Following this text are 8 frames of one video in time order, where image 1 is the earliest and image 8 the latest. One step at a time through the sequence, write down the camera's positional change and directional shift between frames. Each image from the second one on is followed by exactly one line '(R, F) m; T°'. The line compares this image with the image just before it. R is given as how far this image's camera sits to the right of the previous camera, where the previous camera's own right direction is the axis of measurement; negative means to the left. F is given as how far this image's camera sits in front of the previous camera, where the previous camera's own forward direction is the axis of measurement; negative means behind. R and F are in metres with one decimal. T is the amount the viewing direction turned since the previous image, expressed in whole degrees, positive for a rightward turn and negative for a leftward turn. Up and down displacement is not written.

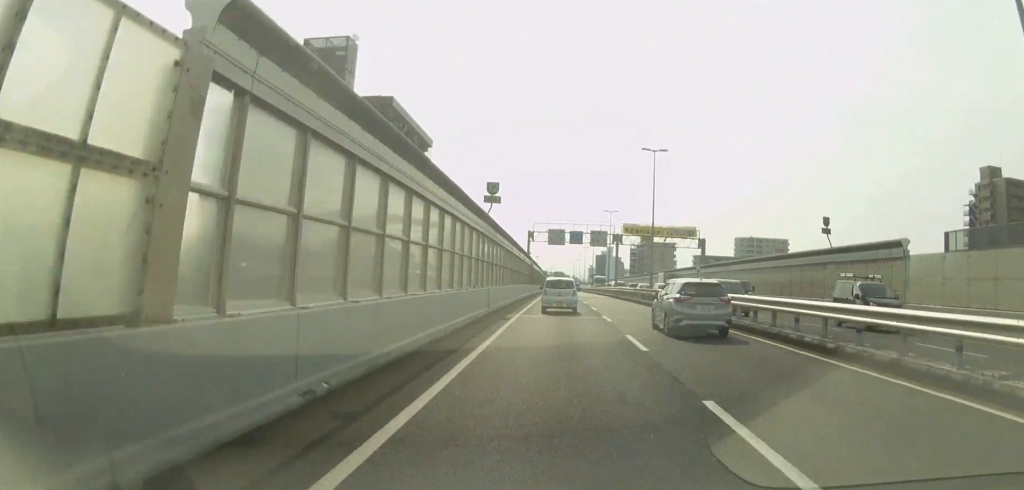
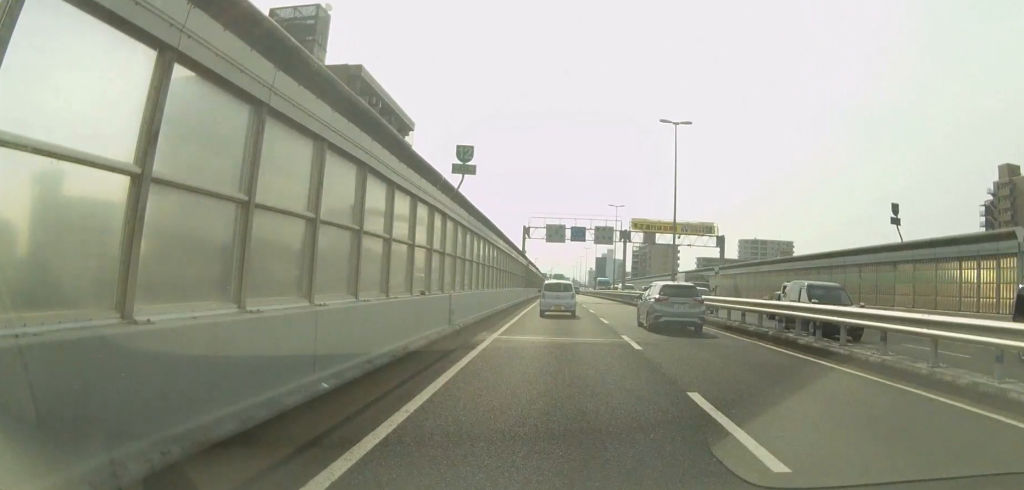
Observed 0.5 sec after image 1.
(0.0, +9.9) m; 0°
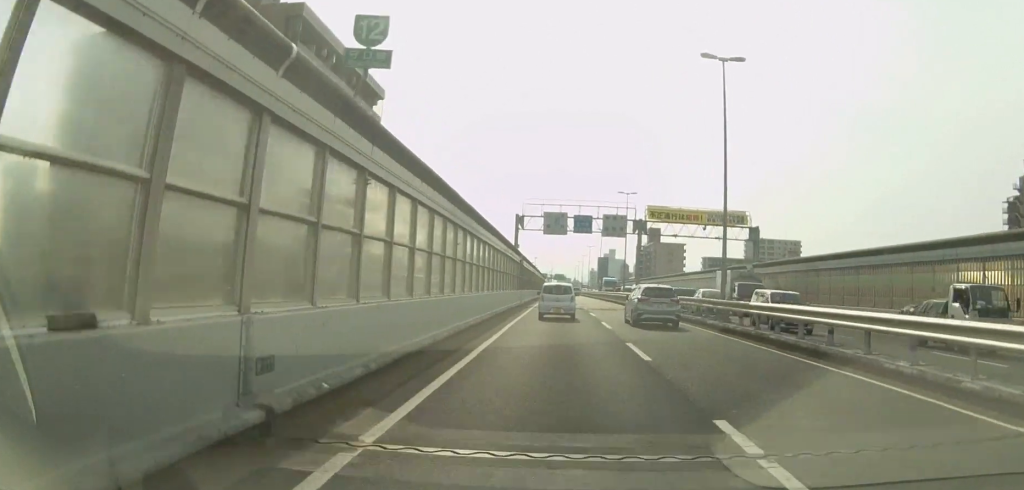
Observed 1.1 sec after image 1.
(0.0, +11.8) m; 0°
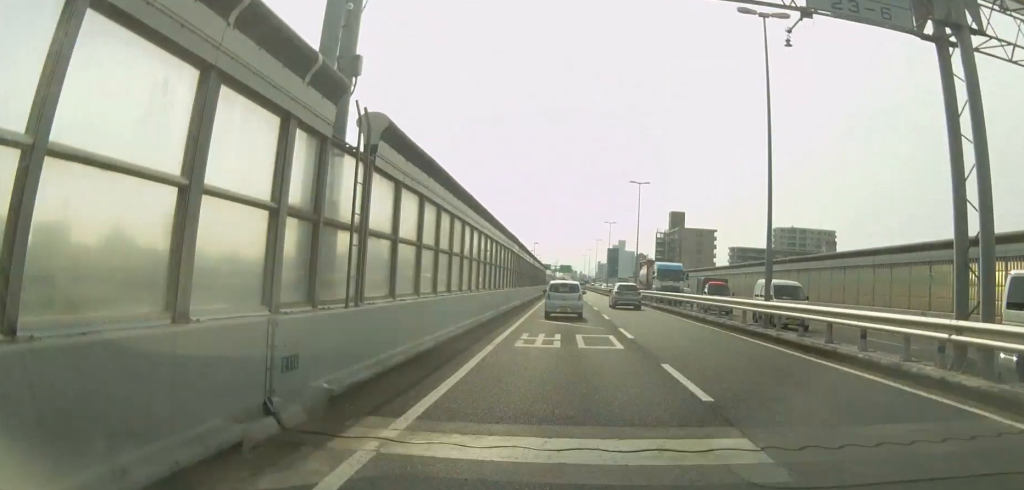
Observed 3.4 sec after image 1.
(-0.7, +45.3) m; -2°
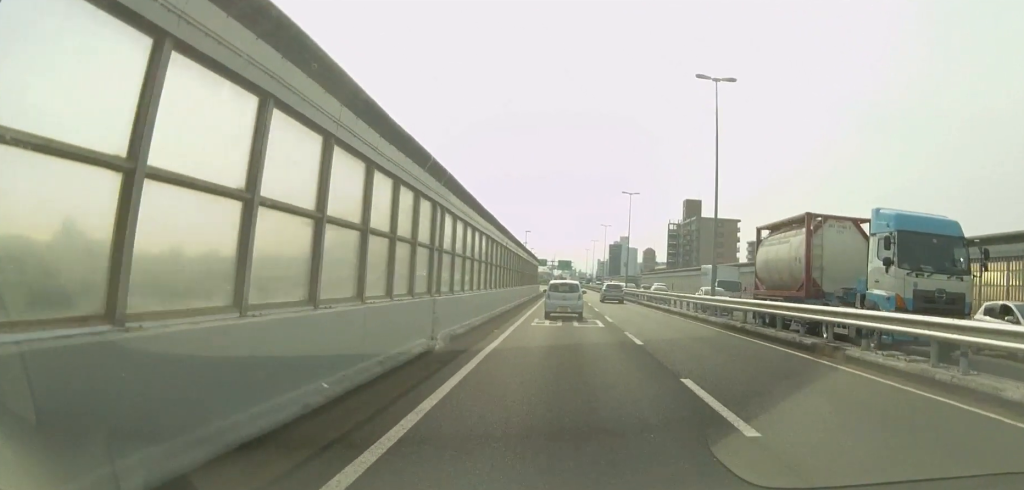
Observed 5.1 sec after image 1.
(+0.6, +32.5) m; +1°
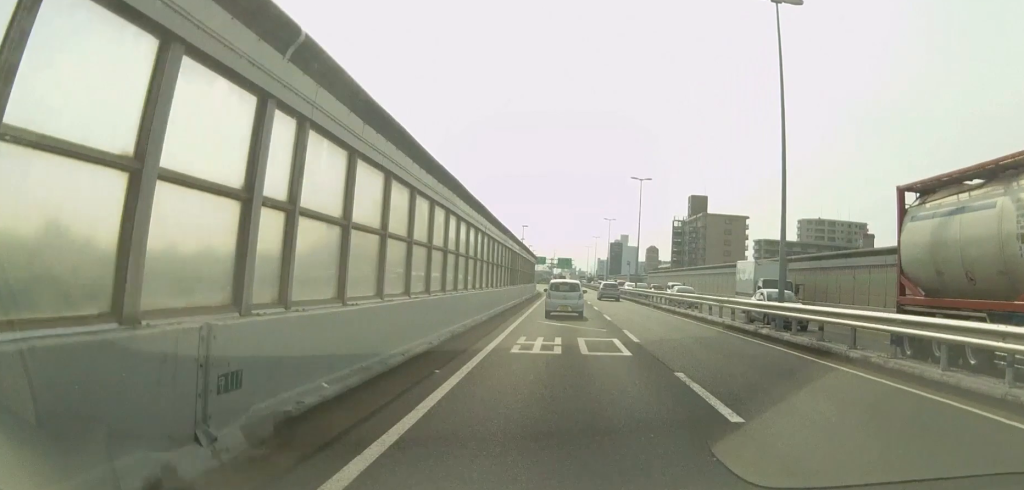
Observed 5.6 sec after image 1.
(+0.1, +9.4) m; -1°
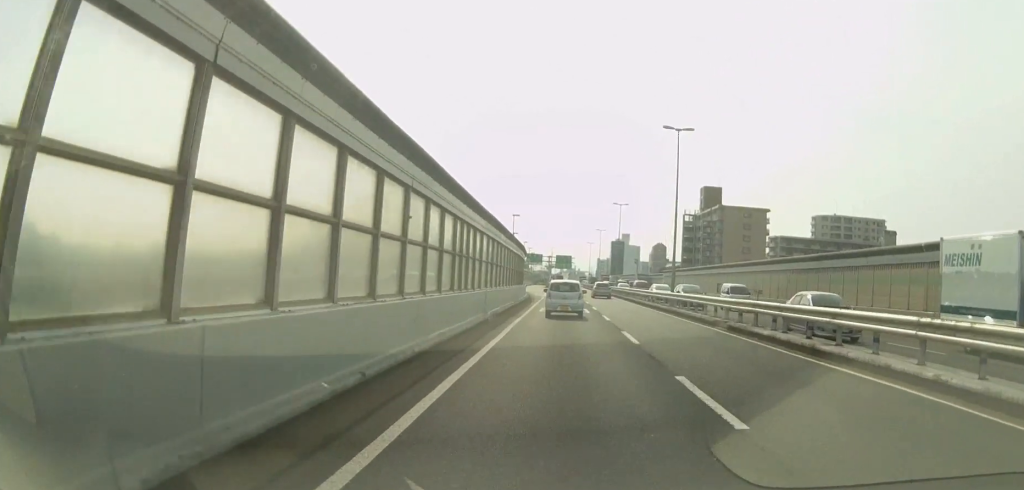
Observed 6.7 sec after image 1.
(-0.6, +20.6) m; 0°
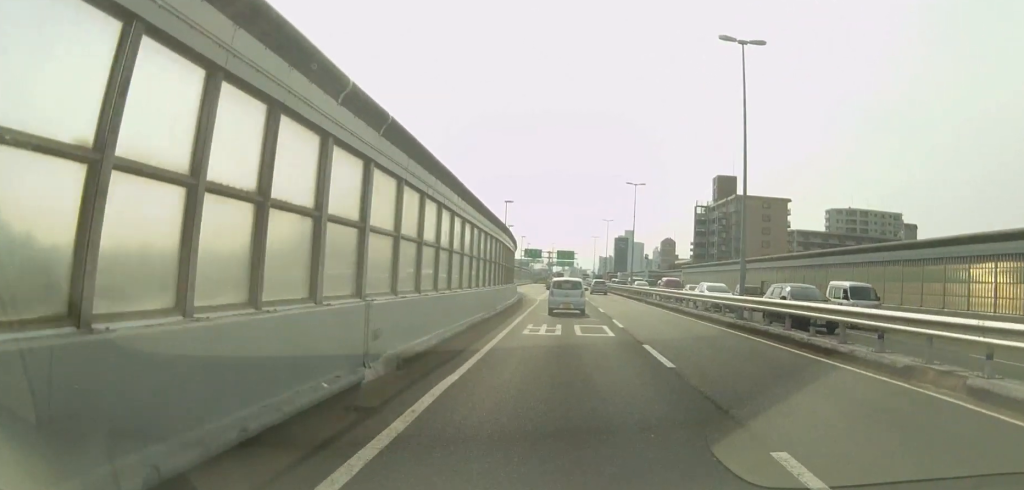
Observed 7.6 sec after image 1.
(+0.4, +15.3) m; +2°
